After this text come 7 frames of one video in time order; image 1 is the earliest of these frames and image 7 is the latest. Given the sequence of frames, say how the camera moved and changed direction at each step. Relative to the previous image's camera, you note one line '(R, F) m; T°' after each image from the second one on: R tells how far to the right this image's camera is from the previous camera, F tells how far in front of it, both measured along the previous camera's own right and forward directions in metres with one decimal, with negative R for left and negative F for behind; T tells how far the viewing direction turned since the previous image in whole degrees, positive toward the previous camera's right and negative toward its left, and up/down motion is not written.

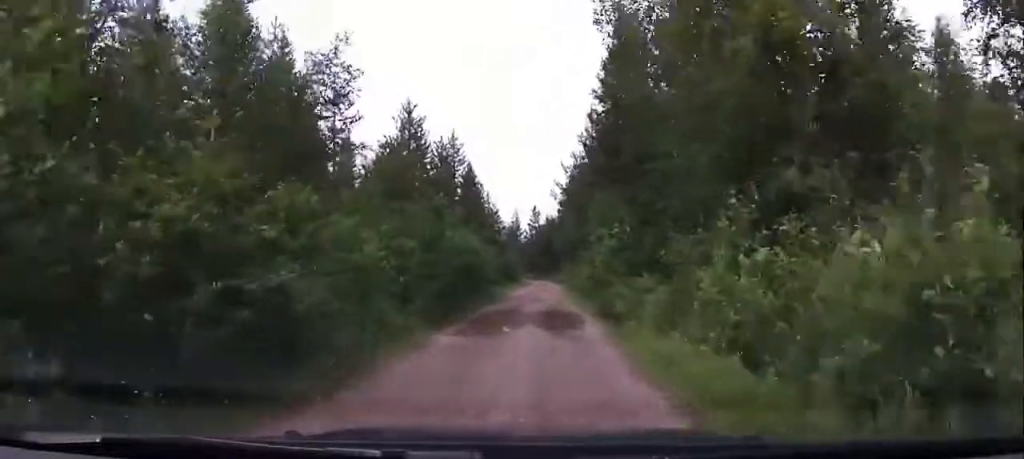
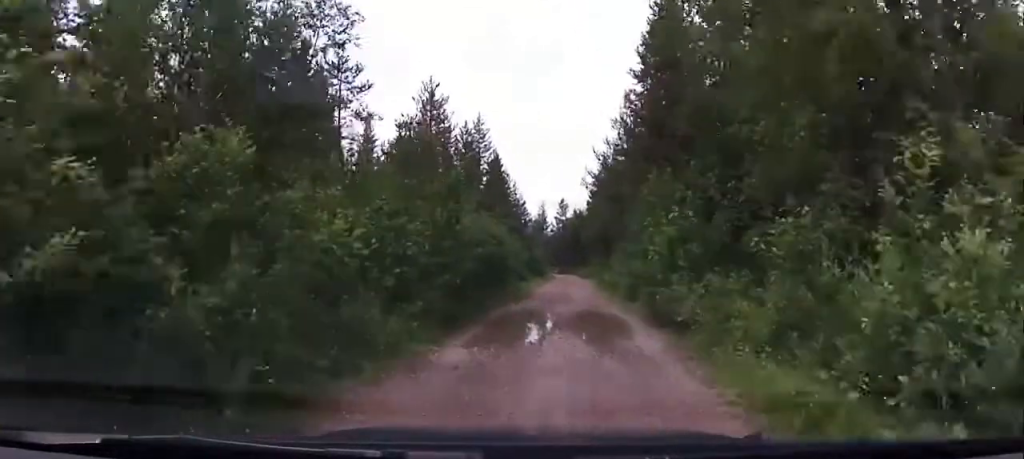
(0.0, +4.0) m; -1°
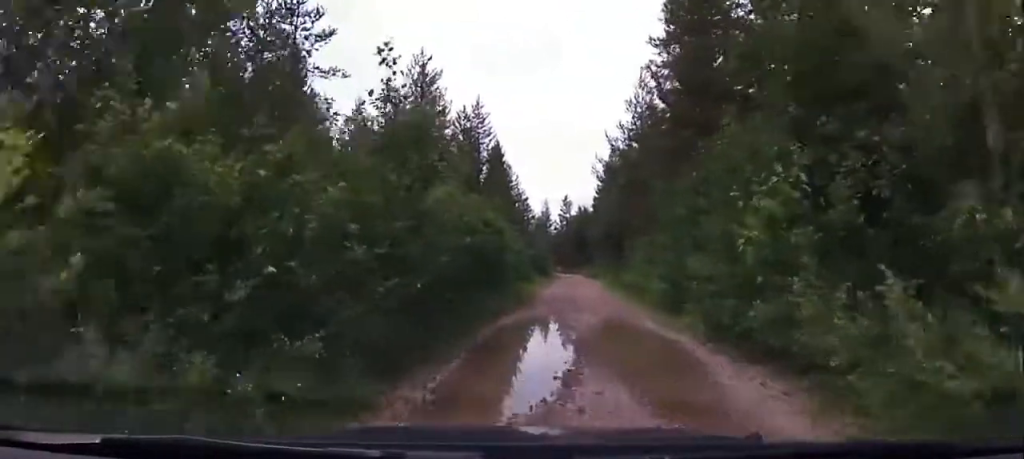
(+0.1, +6.2) m; -4°
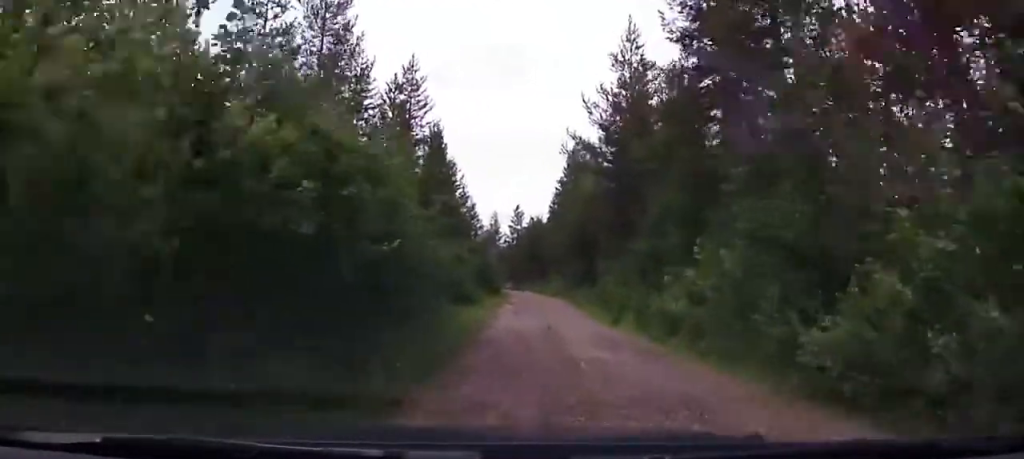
(+1.4, +10.1) m; +11°
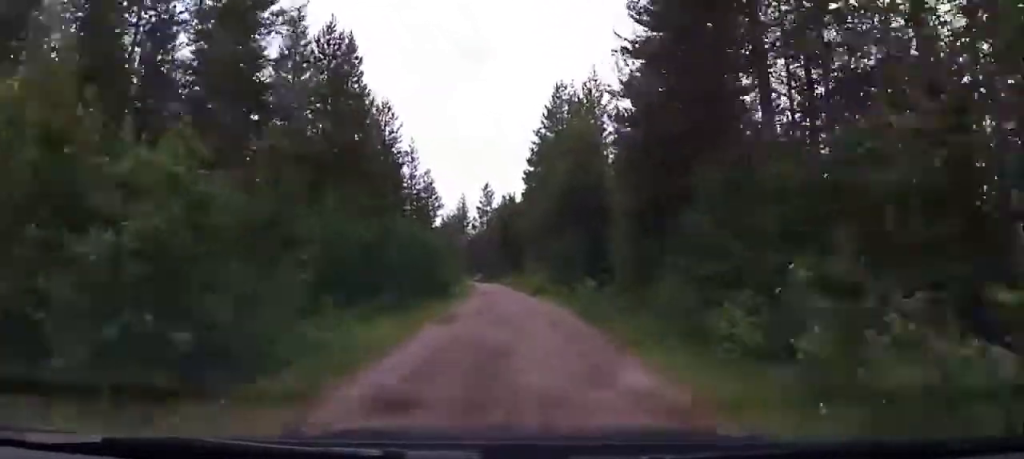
(+0.2, +17.8) m; -3°
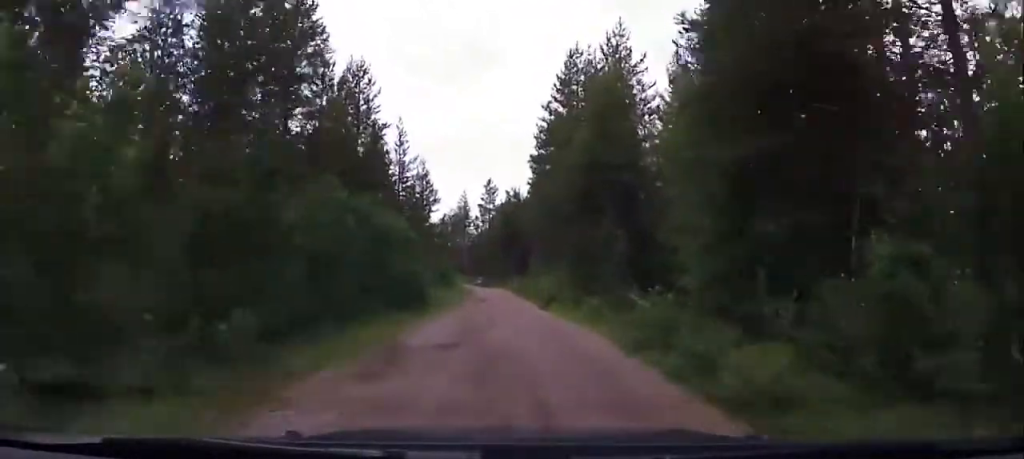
(-0.9, +9.1) m; -1°
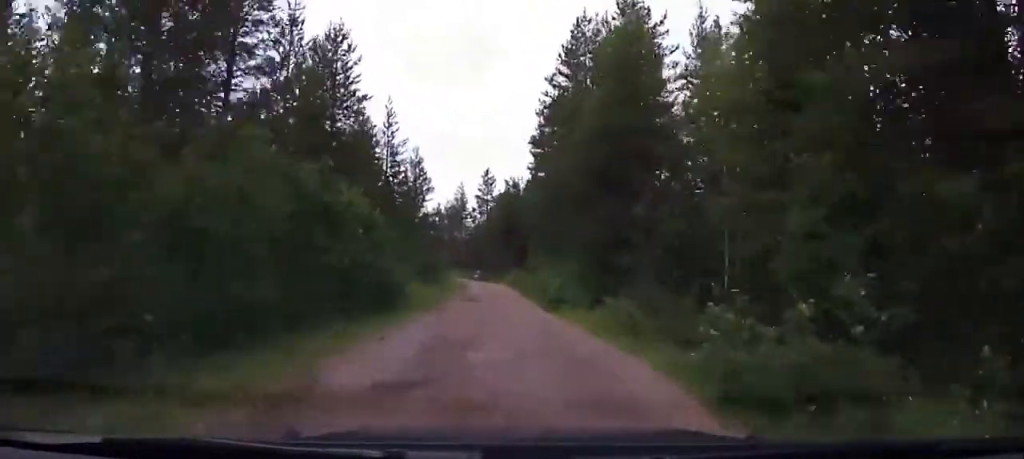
(+0.7, +5.2) m; +4°
